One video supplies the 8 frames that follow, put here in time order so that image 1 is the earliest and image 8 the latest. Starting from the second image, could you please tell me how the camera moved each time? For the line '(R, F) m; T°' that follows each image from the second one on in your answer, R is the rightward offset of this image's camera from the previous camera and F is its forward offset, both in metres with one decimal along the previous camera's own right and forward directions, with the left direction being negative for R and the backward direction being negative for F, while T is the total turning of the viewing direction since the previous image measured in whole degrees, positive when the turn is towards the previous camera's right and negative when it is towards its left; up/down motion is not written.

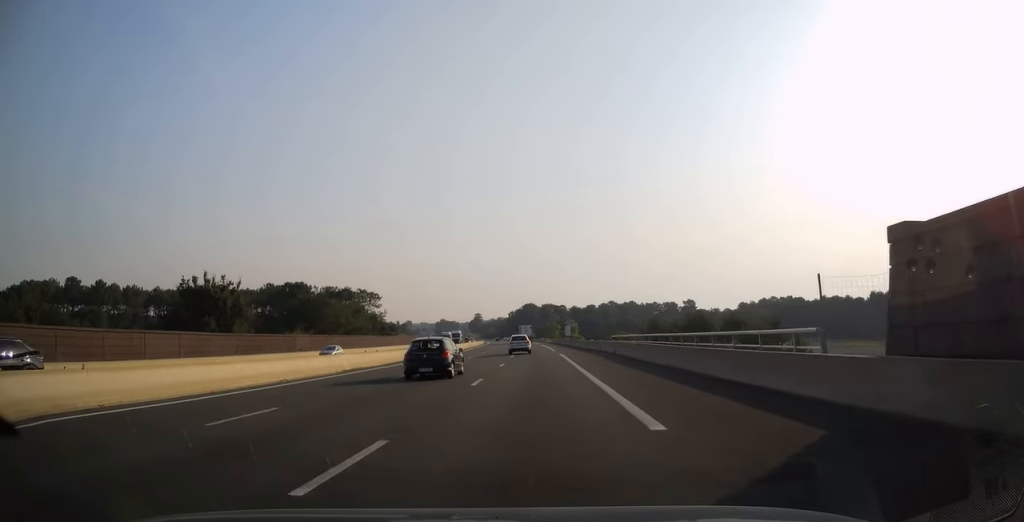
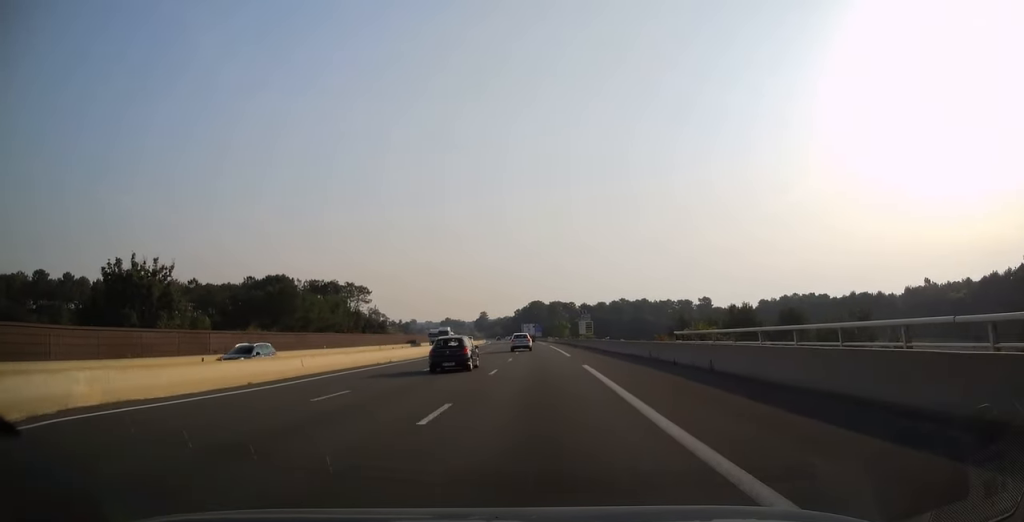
(-0.2, +21.2) m; -1°
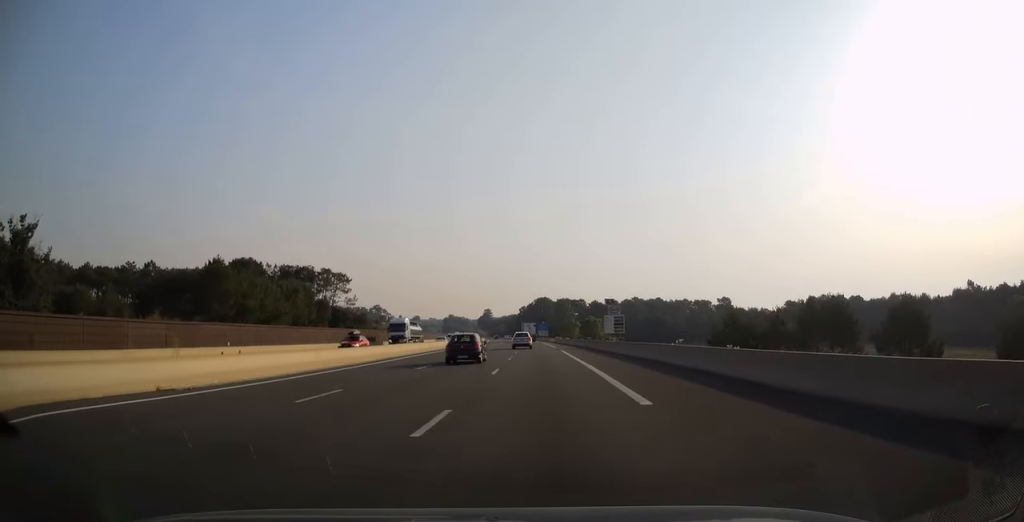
(-0.2, +27.1) m; 0°
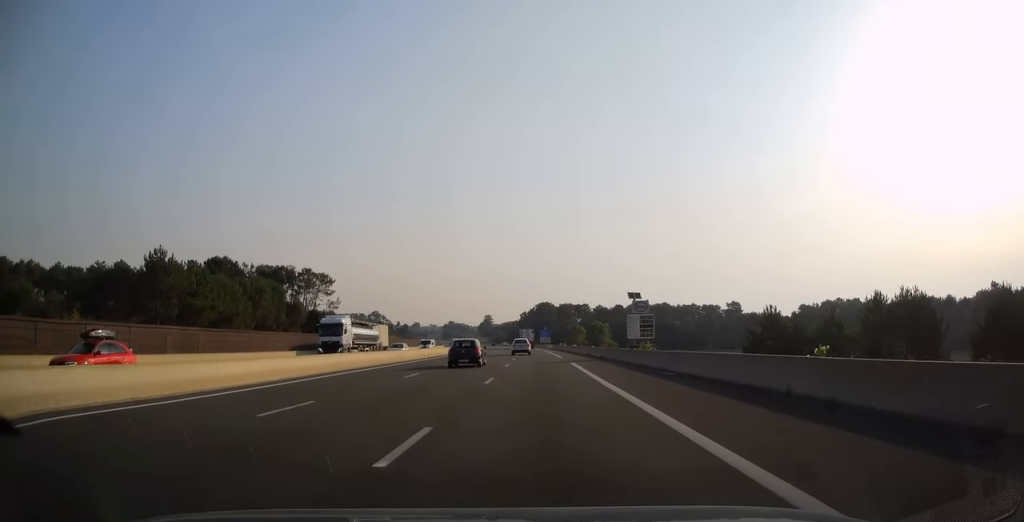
(0.0, +14.8) m; 0°
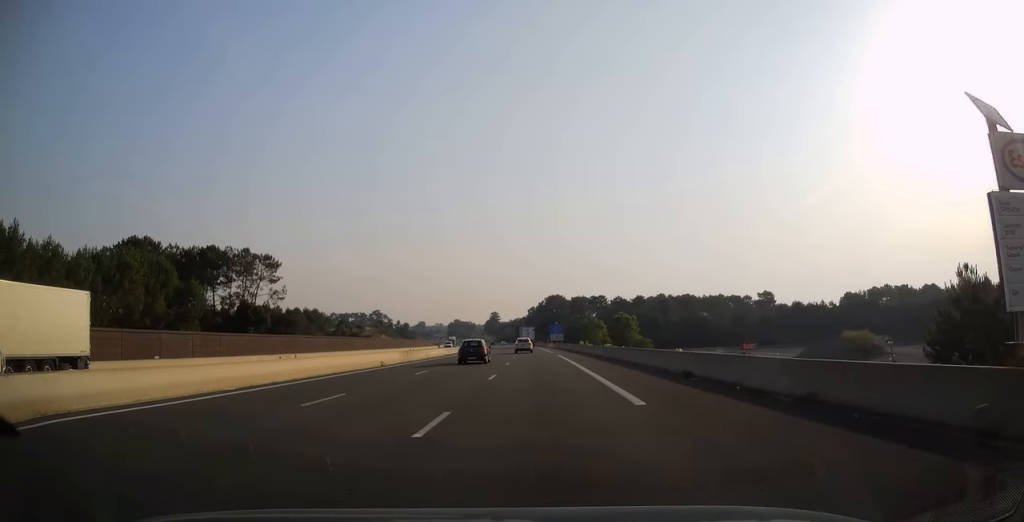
(-0.2, +36.4) m; -1°
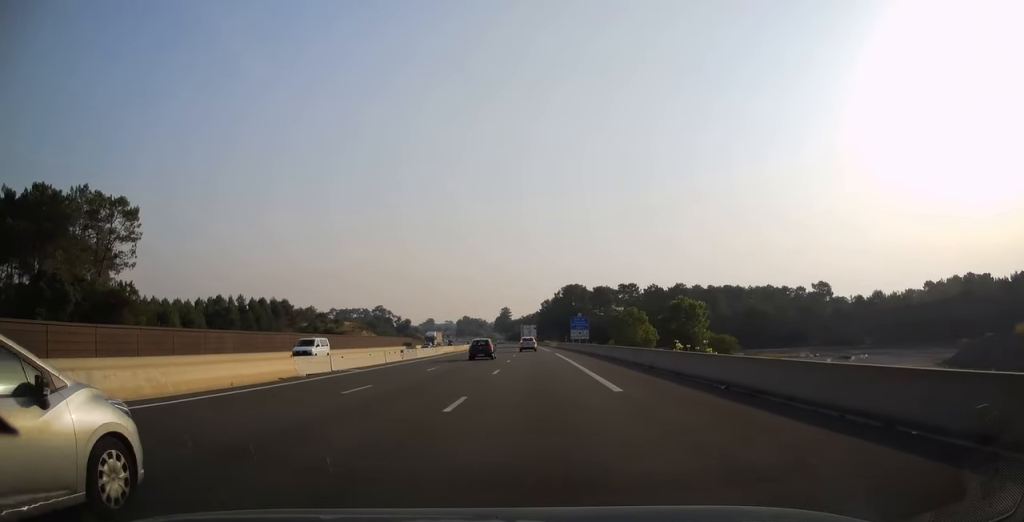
(-0.8, +48.6) m; -1°
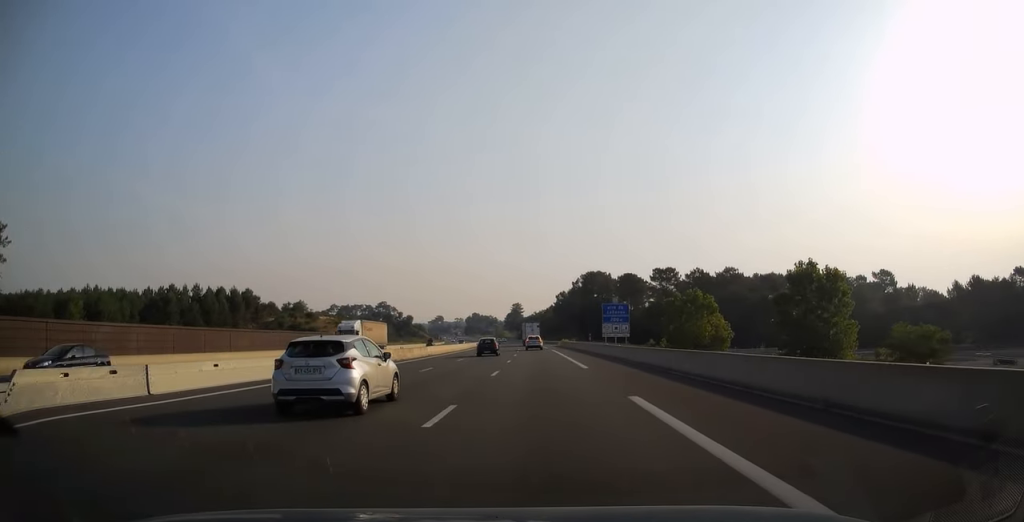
(-0.3, +40.7) m; -1°
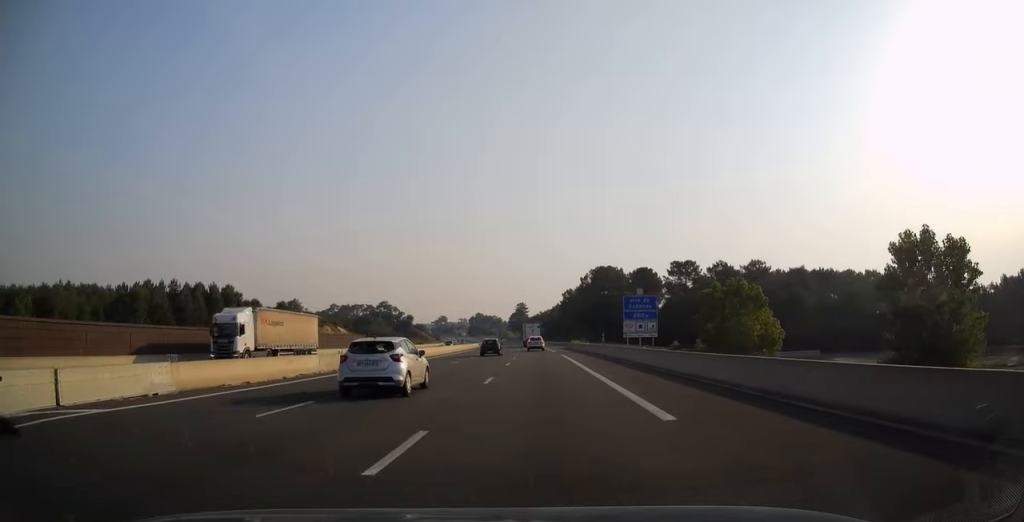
(-0.1, +16.2) m; -1°
